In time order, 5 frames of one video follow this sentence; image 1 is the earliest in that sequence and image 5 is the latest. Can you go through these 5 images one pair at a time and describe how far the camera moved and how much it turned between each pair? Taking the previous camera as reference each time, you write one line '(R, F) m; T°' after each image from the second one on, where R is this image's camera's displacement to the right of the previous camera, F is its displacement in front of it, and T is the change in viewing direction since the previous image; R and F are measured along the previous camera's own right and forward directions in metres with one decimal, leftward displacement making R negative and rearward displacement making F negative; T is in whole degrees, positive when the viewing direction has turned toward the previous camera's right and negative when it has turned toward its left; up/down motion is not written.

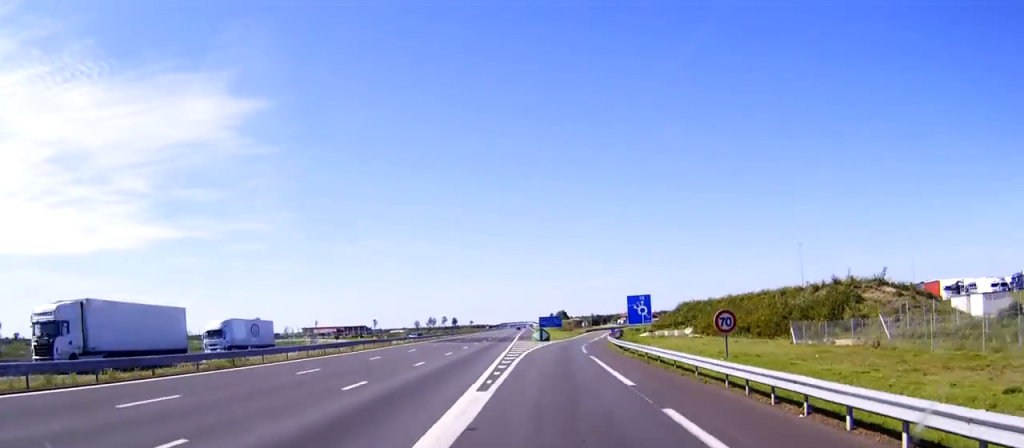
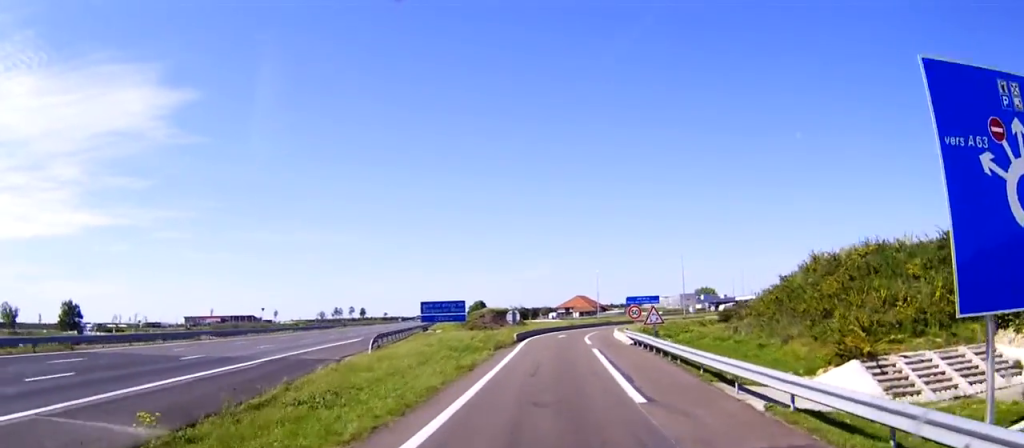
(+2.3, +90.7) m; +4°
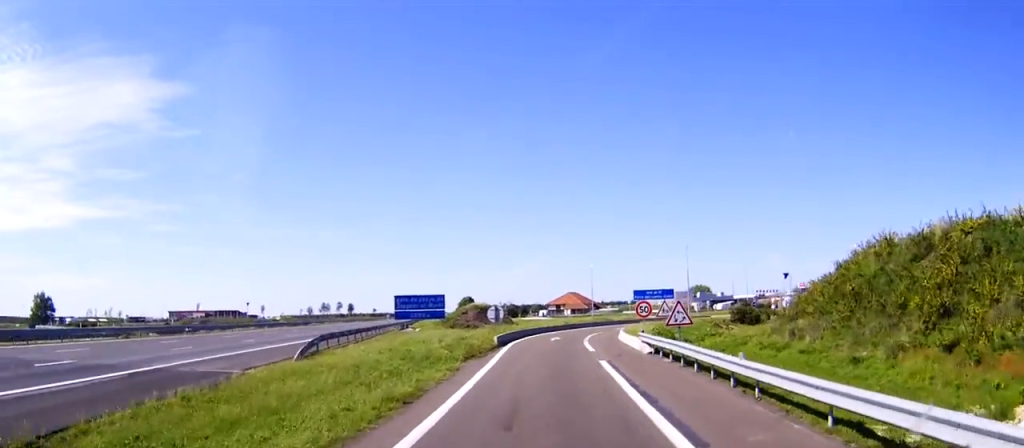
(+0.1, +11.2) m; +1°
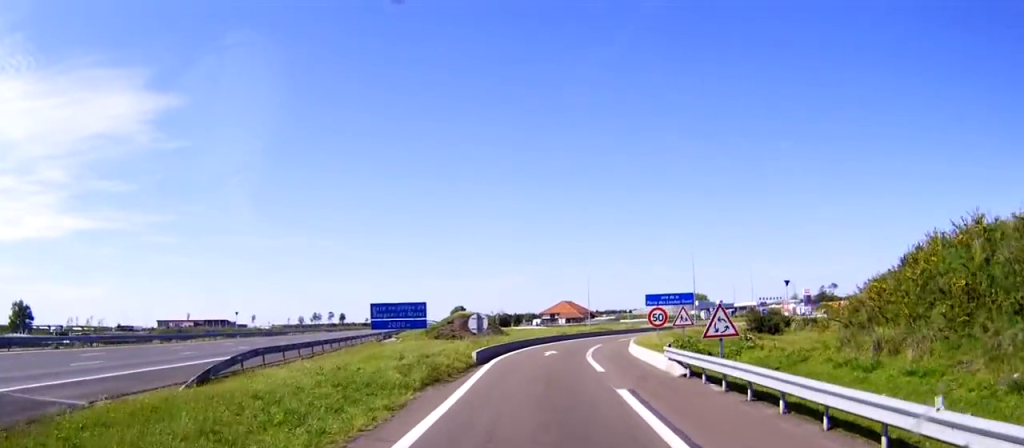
(+0.2, +8.9) m; +1°
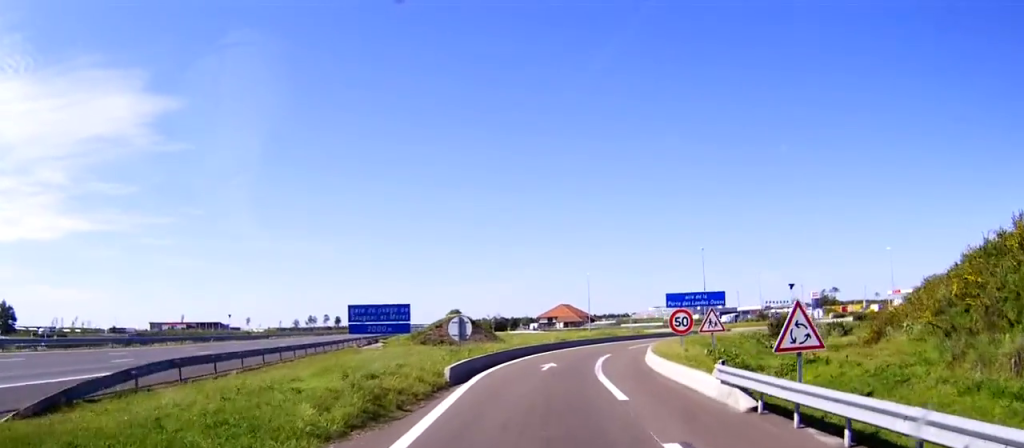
(+0.1, +8.2) m; +1°
